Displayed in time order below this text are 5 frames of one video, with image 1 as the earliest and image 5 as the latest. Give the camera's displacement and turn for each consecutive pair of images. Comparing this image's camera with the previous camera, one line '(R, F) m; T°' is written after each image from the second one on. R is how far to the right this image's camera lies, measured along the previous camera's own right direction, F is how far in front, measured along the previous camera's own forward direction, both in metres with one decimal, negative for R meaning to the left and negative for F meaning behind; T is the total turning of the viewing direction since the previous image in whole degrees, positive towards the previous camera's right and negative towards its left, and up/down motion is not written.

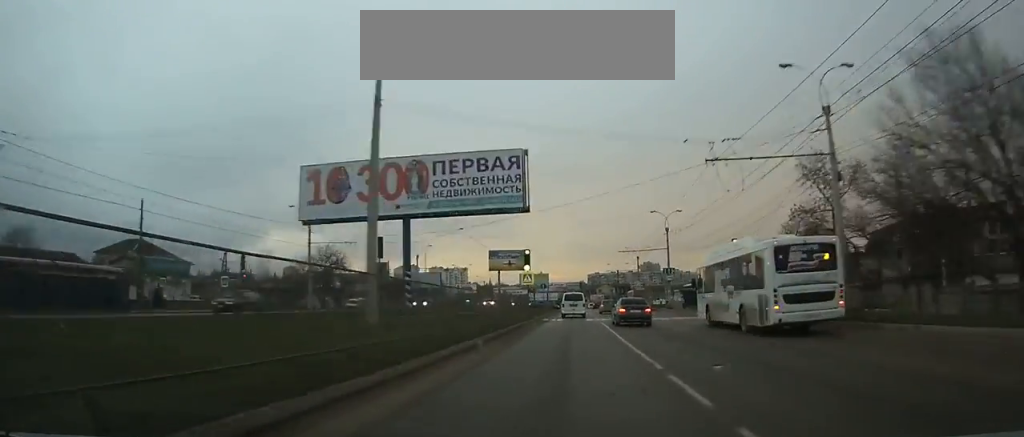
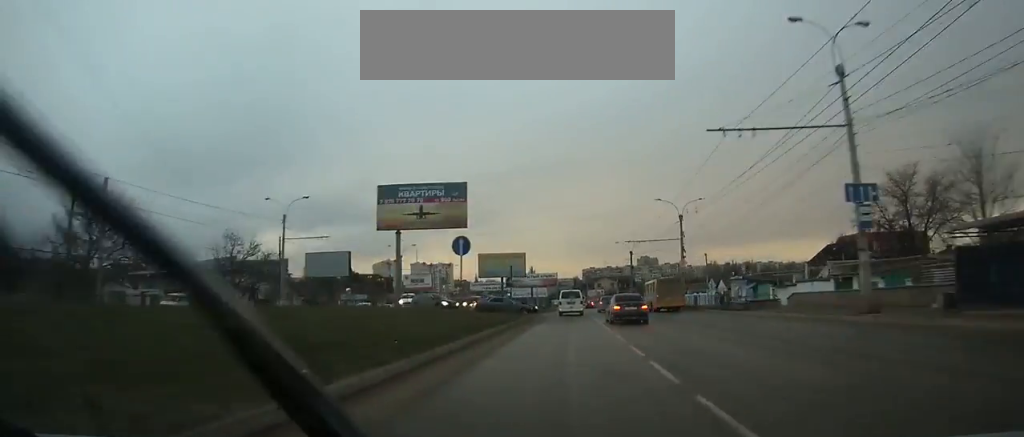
(-0.1, +46.8) m; 0°
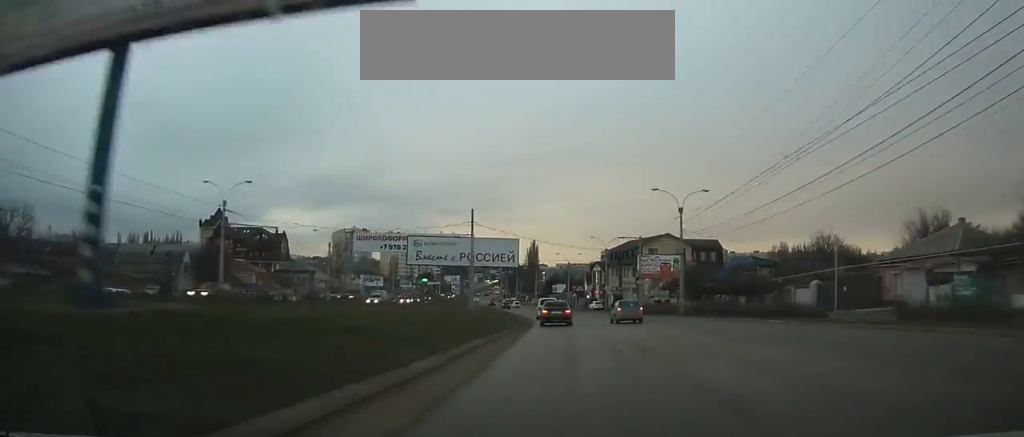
(-1.1, +133.0) m; -4°
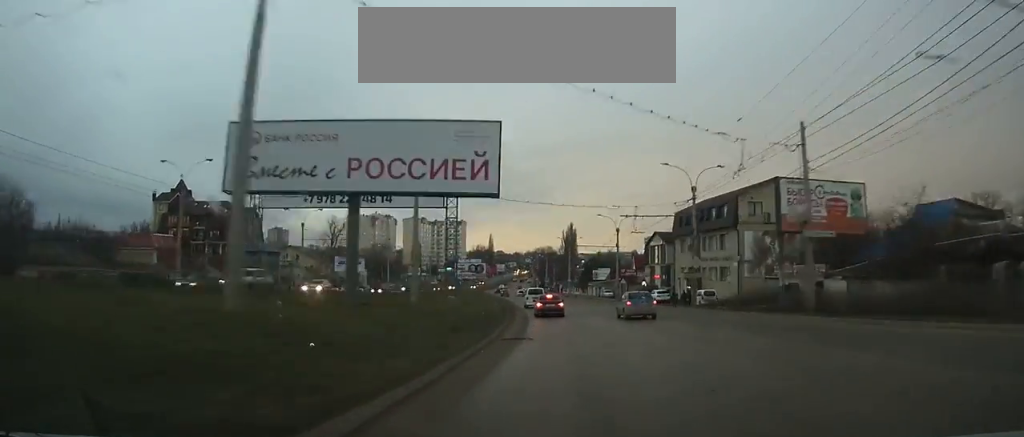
(-1.4, +41.2) m; -4°
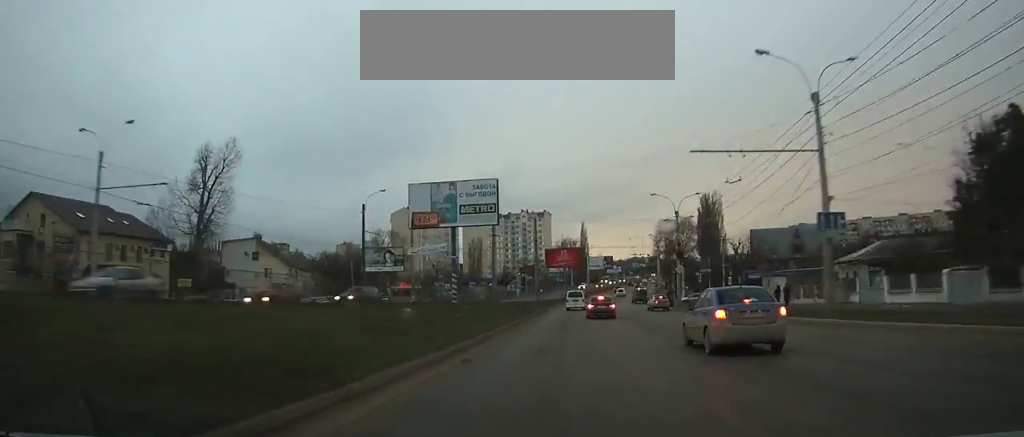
(-10.0, +113.8) m; -6°
